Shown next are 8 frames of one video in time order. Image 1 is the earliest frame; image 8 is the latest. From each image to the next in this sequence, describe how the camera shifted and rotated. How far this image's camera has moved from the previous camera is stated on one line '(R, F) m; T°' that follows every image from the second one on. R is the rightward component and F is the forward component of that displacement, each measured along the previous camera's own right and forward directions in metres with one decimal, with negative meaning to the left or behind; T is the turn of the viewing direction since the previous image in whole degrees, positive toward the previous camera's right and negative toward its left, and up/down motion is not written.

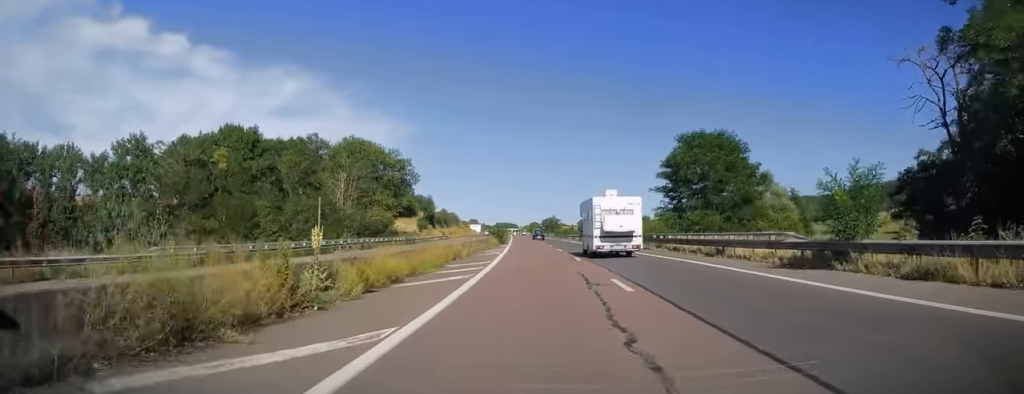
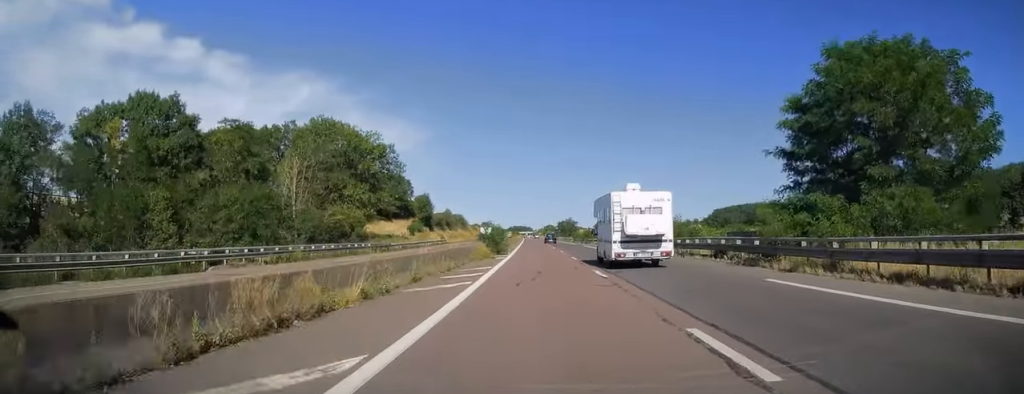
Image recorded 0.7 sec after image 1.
(-0.3, +20.5) m; -1°
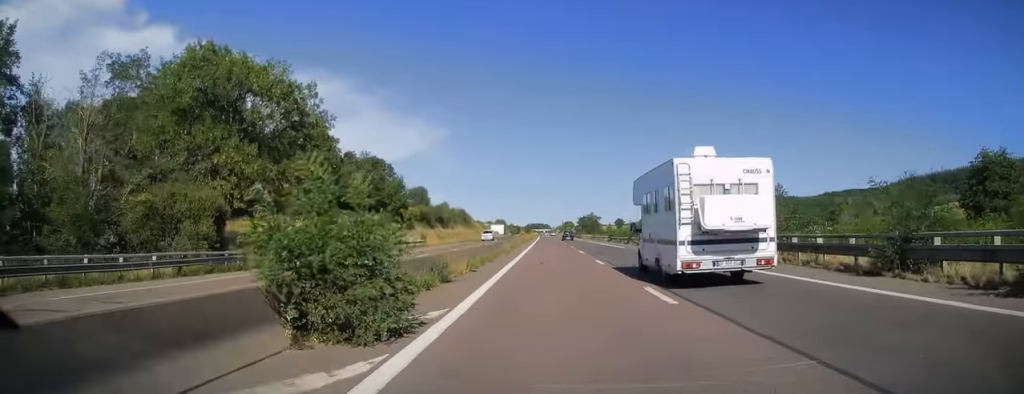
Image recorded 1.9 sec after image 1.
(-0.4, +33.7) m; -1°
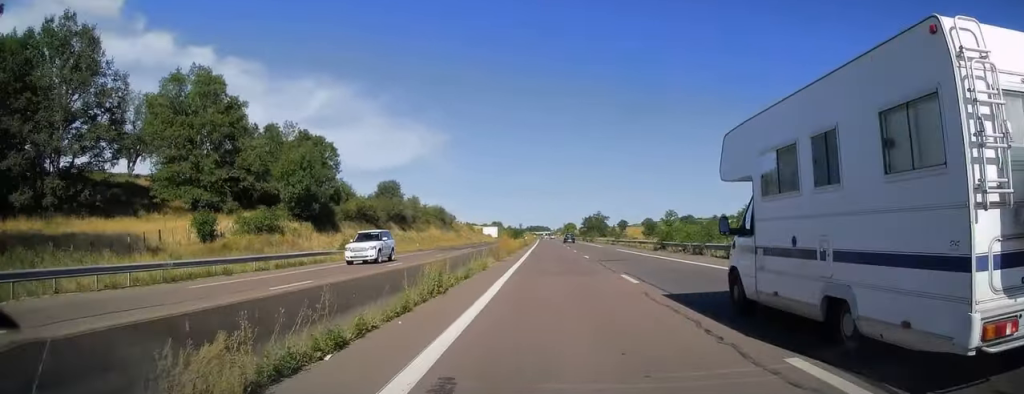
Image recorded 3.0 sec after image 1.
(0.0, +33.7) m; 0°
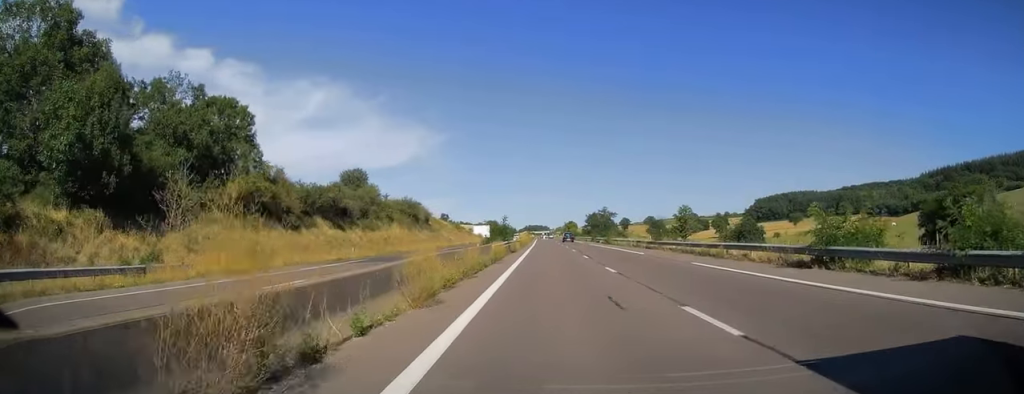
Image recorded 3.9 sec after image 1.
(0.0, +26.4) m; 0°
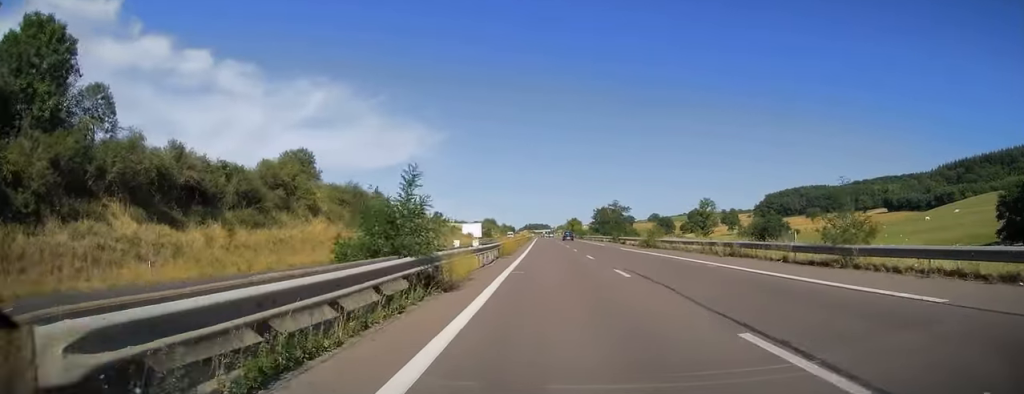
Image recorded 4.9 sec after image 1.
(0.0, +28.9) m; 0°
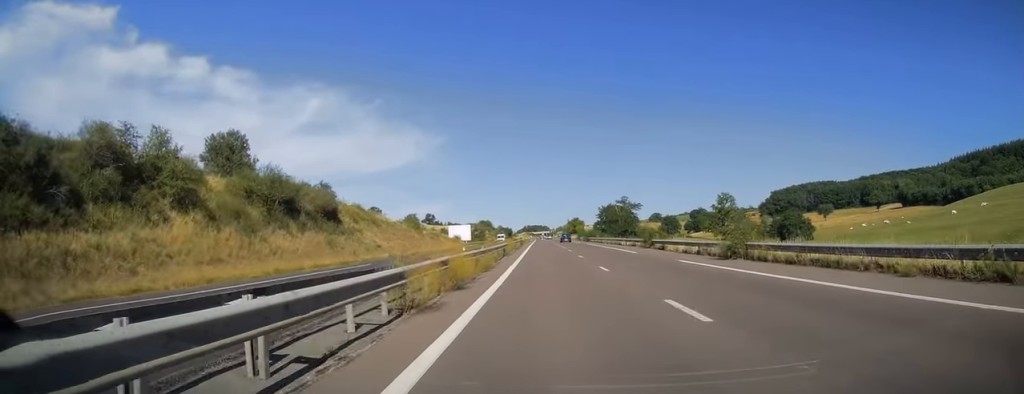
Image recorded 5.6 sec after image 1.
(0.0, +21.5) m; 0°
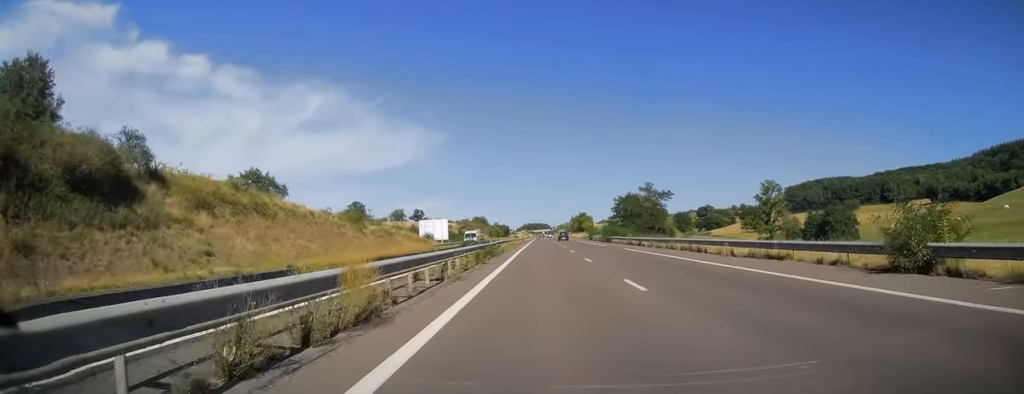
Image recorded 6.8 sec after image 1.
(-0.2, +34.7) m; 0°
